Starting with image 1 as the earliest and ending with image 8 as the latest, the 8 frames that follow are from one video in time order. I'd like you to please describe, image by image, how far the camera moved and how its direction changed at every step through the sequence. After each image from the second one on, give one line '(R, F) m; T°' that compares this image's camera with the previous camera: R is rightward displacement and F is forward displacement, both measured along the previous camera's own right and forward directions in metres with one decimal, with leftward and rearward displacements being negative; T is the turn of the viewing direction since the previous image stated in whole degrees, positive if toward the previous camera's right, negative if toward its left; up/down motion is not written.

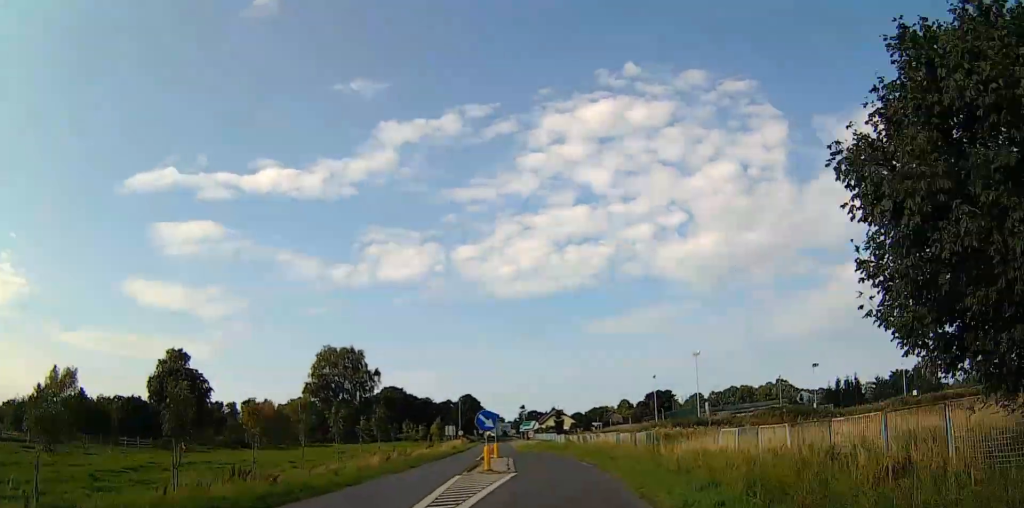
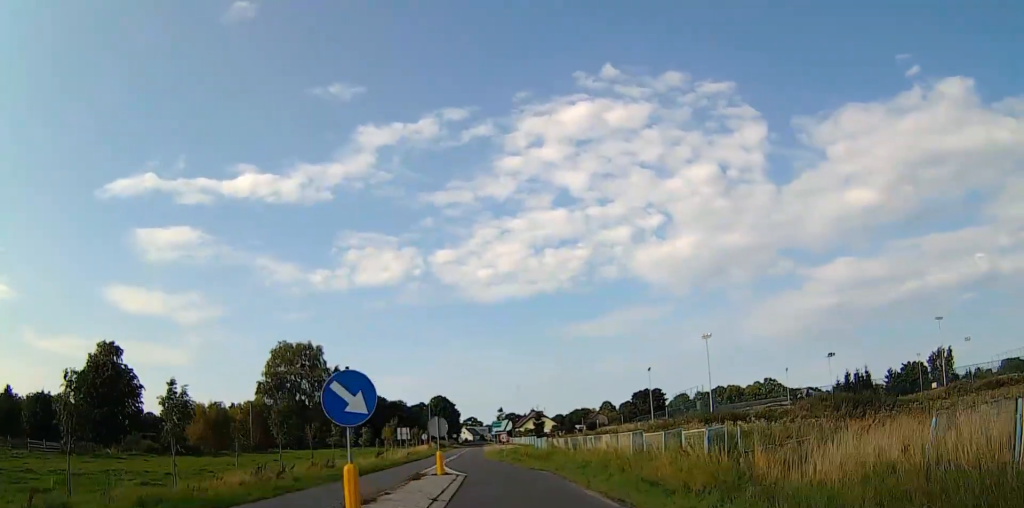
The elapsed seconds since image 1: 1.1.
(0.0, +16.0) m; 0°
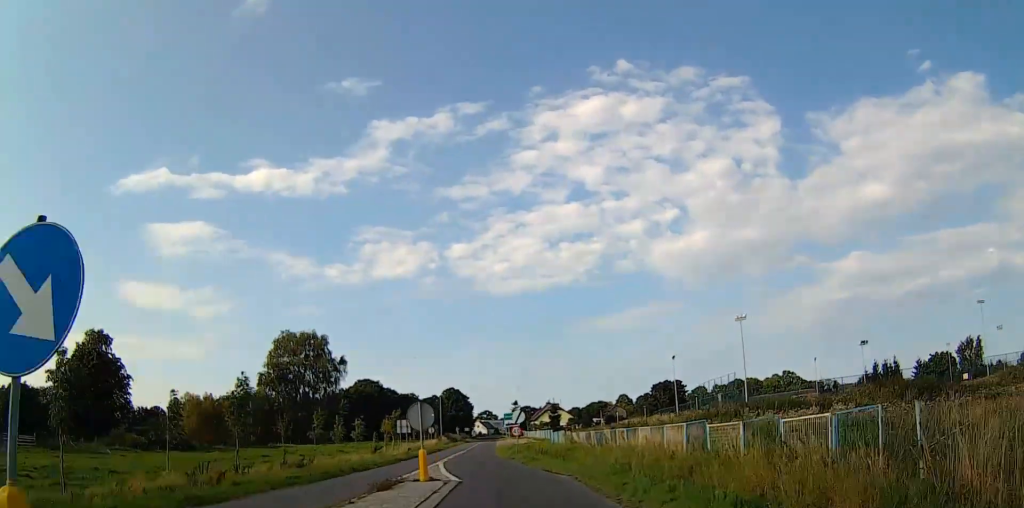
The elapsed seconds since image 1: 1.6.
(0.0, +7.3) m; -1°
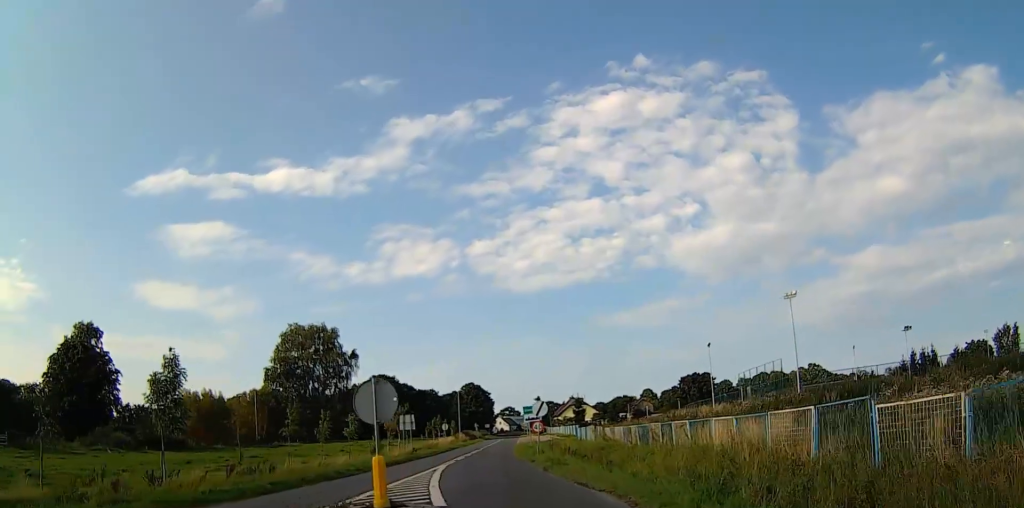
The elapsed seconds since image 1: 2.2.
(0.0, +8.2) m; -1°
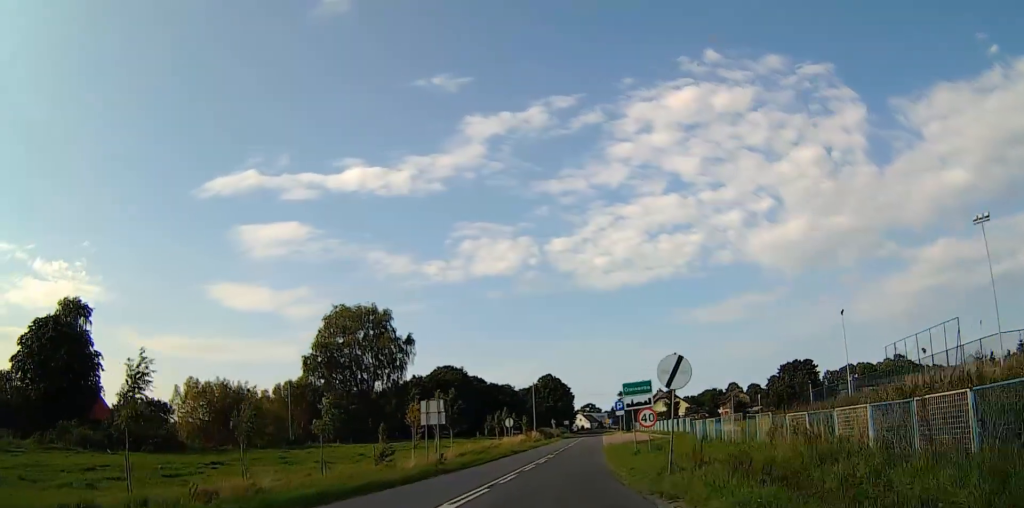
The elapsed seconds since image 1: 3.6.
(-0.3, +19.9) m; -4°
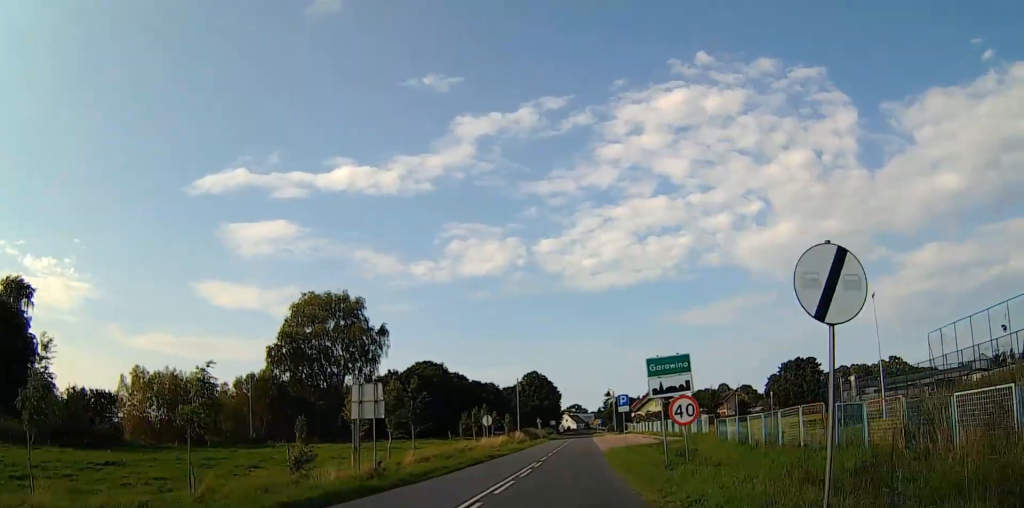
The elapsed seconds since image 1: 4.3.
(-0.3, +9.5) m; -2°
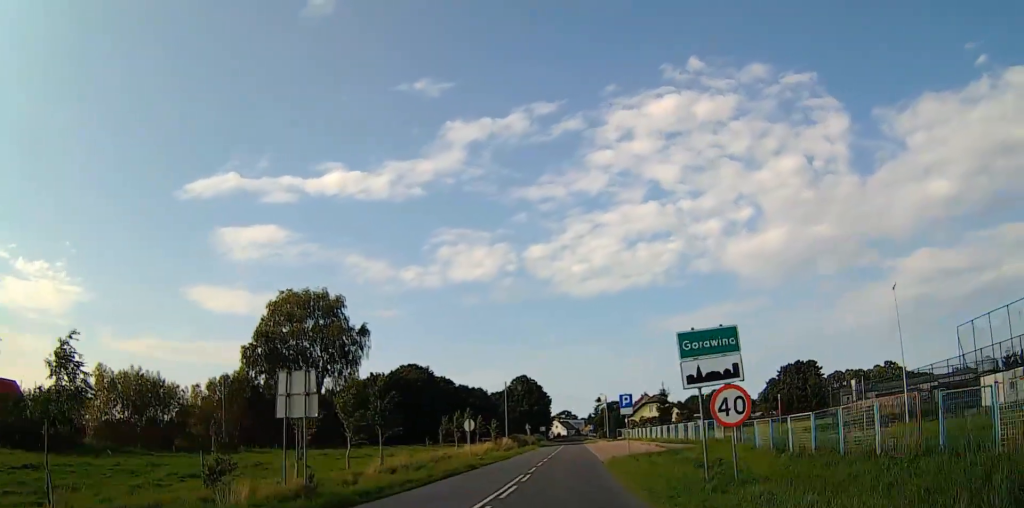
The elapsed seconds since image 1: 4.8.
(-0.4, +5.6) m; 0°
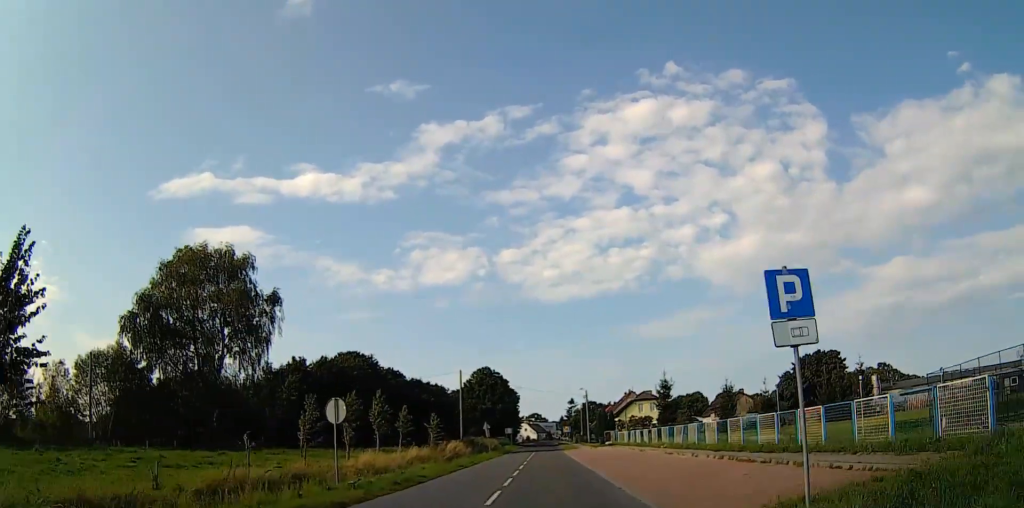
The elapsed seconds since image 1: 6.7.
(+1.4, +24.0) m; +4°
